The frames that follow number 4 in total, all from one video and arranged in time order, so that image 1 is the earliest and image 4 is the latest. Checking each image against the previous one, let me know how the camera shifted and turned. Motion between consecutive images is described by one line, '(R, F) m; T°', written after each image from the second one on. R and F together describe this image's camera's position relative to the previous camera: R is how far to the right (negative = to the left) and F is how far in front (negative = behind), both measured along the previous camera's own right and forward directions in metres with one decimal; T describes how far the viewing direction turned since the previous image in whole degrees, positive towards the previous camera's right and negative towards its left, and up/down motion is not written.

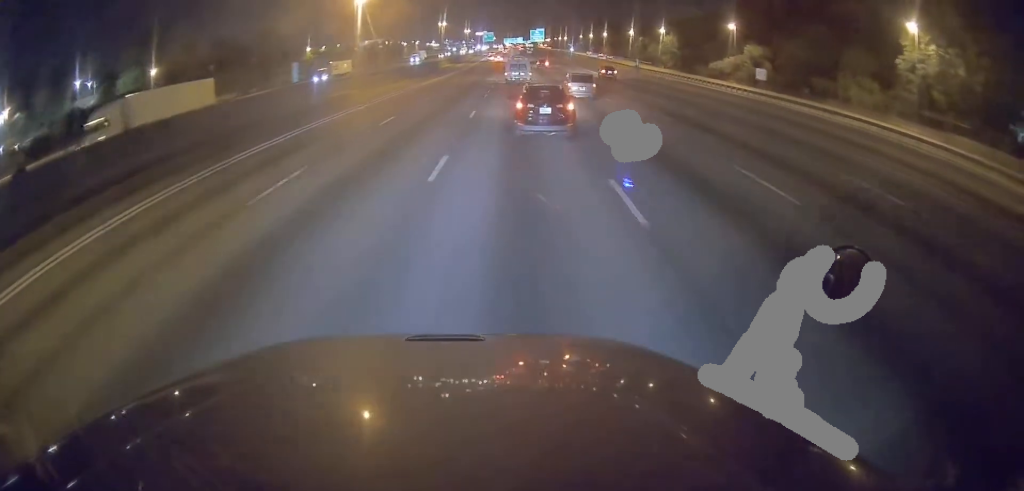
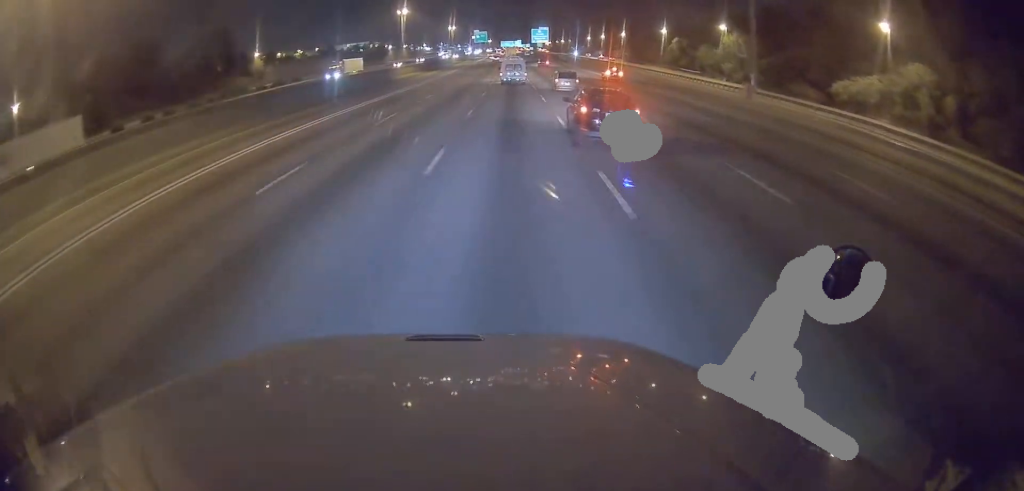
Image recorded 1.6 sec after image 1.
(+0.1, +47.8) m; 0°
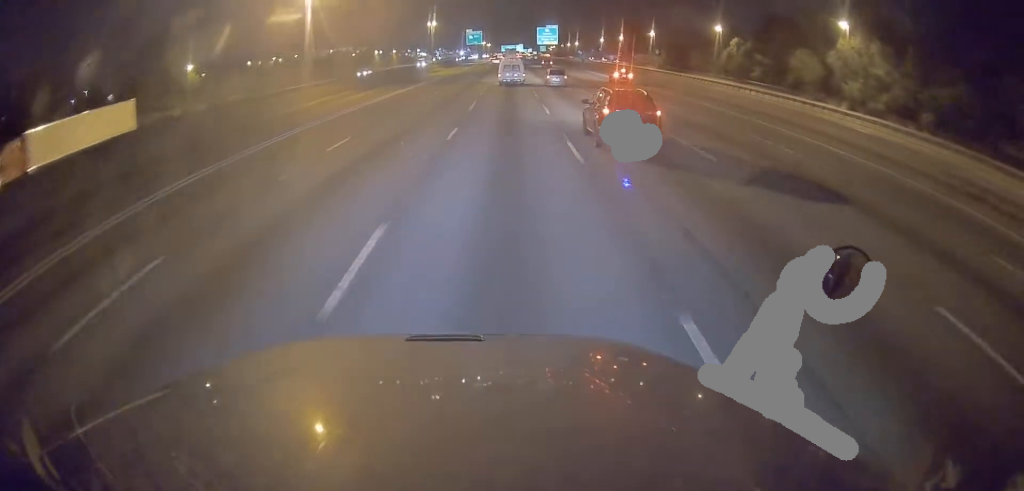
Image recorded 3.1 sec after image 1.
(0.0, +43.1) m; 0°
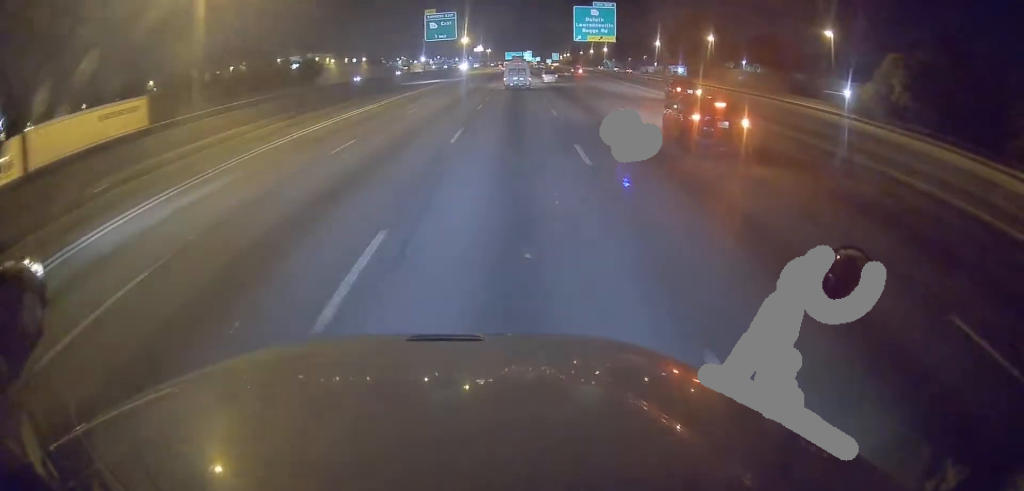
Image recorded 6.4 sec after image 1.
(-0.5, +97.4) m; -1°
